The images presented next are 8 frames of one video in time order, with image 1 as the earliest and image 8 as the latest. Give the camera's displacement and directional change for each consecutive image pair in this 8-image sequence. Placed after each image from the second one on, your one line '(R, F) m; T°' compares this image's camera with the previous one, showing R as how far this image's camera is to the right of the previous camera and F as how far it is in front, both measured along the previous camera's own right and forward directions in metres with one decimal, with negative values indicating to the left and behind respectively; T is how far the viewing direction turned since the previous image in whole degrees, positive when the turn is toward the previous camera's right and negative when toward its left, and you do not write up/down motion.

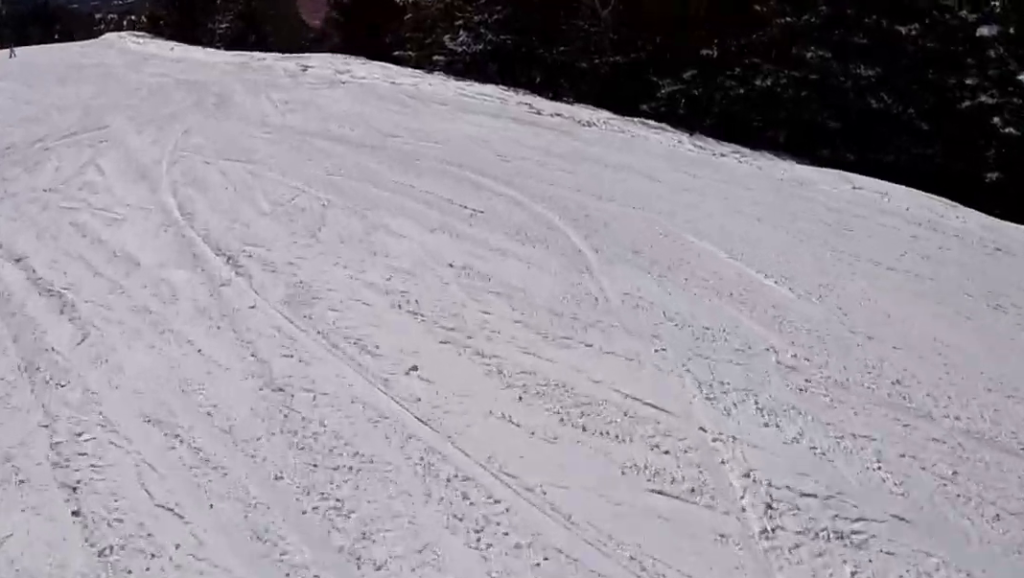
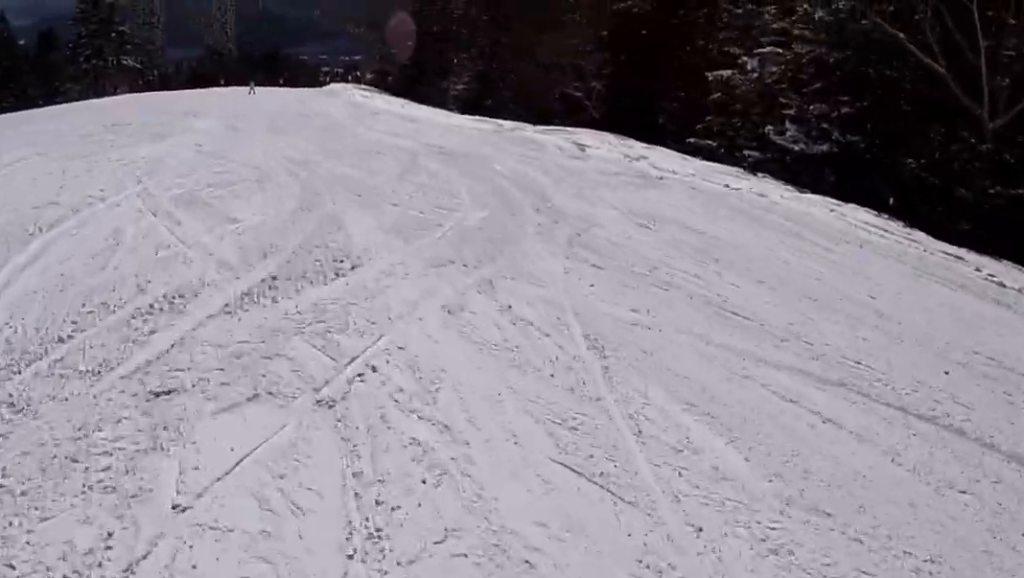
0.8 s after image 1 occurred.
(-1.6, +7.9) m; -13°
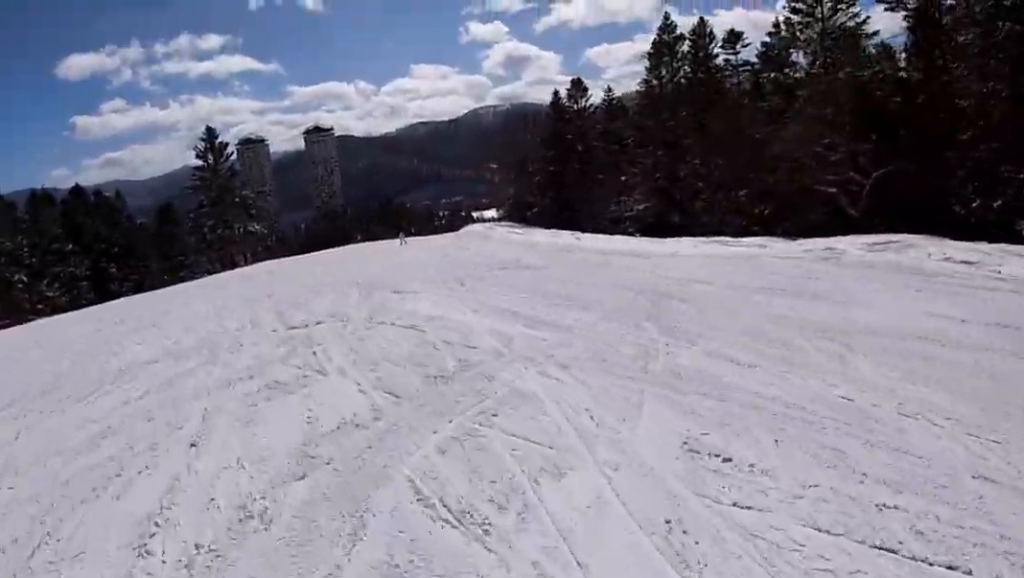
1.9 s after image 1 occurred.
(-1.3, +11.3) m; +1°
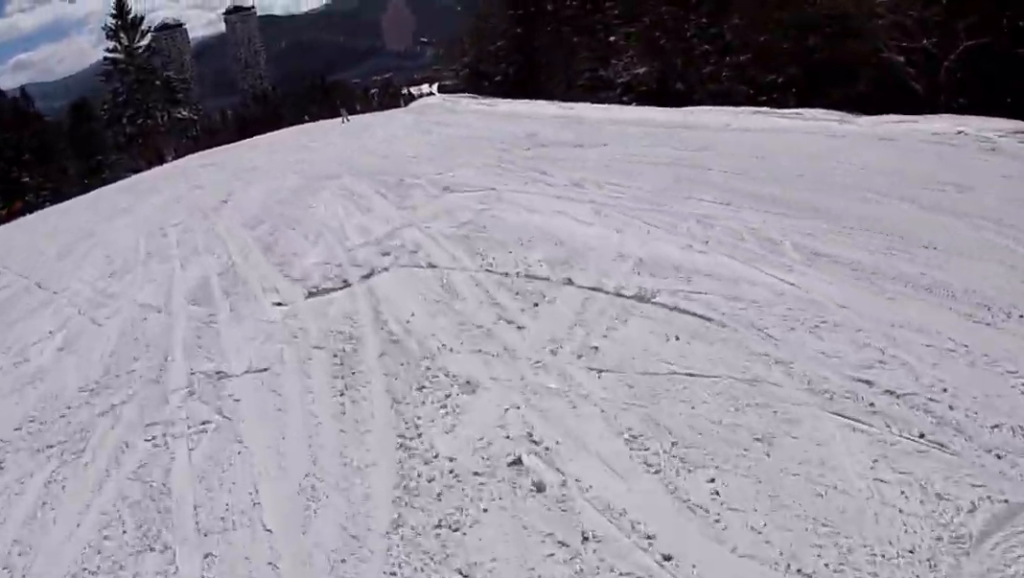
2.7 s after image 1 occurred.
(+0.9, +7.2) m; +10°
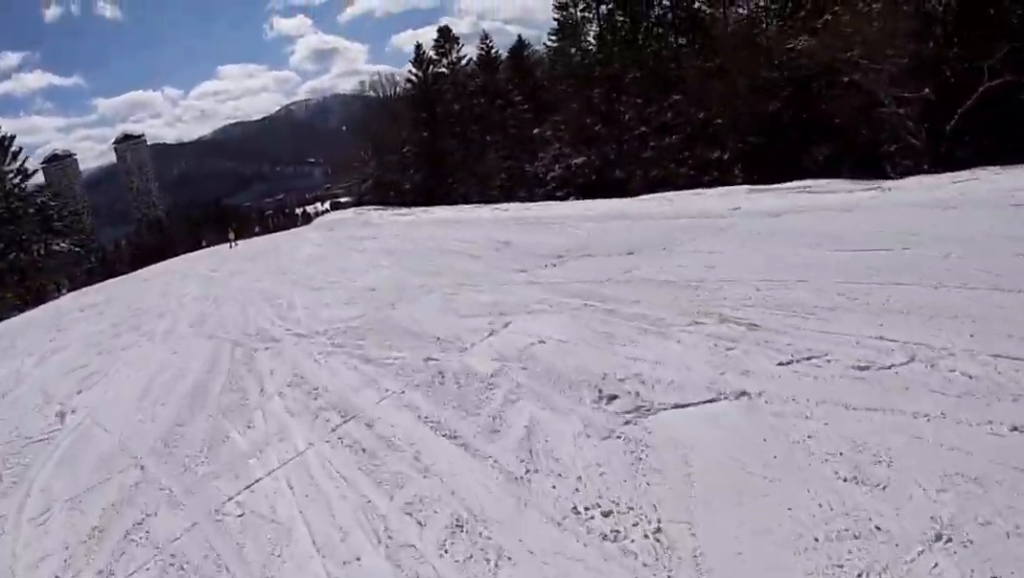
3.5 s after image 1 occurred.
(+0.8, +7.7) m; +8°
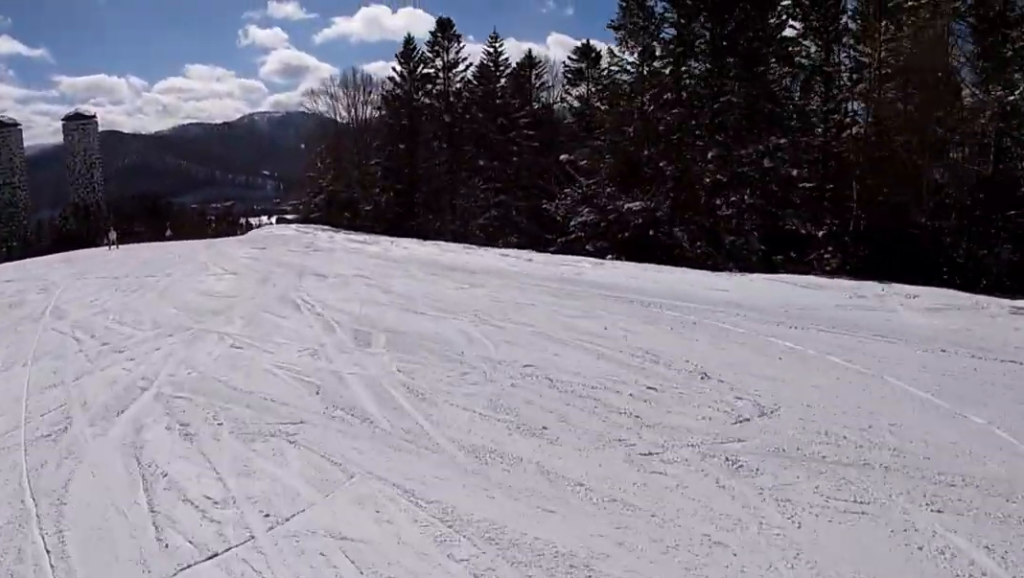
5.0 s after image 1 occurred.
(+0.8, +14.2) m; -2°
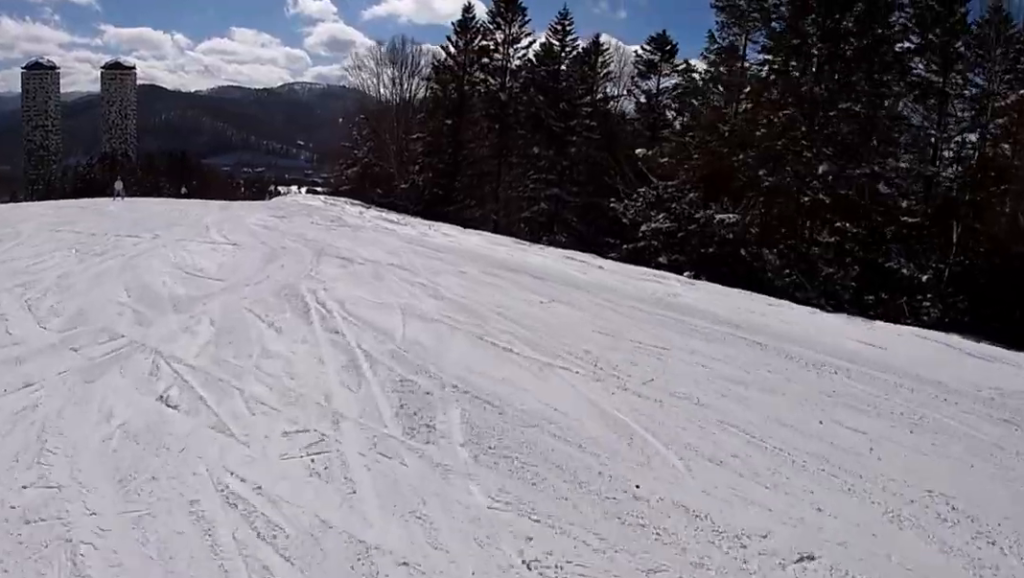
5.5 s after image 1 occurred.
(-0.3, +4.5) m; -4°
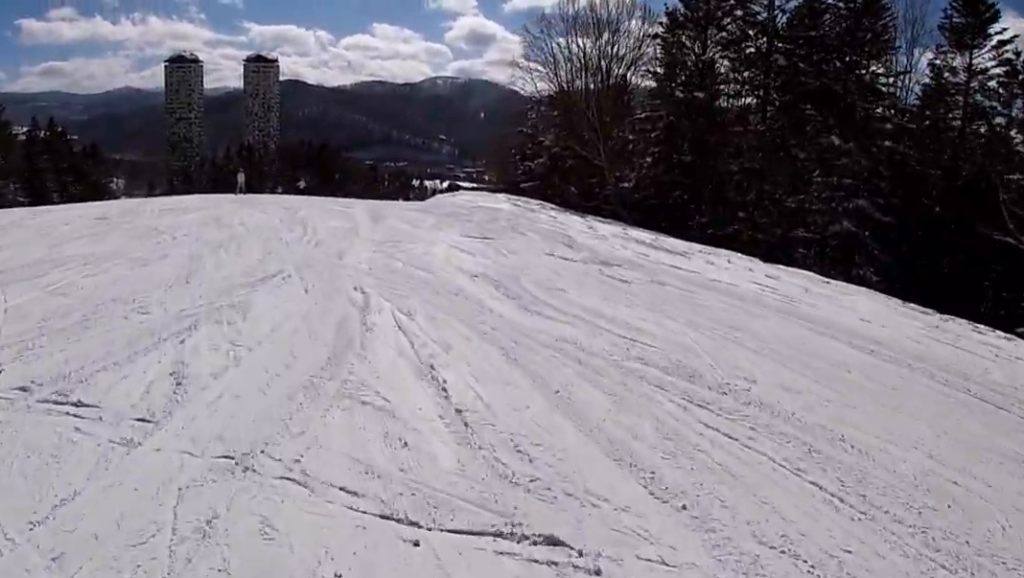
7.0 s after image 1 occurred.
(-1.5, +13.4) m; -6°
